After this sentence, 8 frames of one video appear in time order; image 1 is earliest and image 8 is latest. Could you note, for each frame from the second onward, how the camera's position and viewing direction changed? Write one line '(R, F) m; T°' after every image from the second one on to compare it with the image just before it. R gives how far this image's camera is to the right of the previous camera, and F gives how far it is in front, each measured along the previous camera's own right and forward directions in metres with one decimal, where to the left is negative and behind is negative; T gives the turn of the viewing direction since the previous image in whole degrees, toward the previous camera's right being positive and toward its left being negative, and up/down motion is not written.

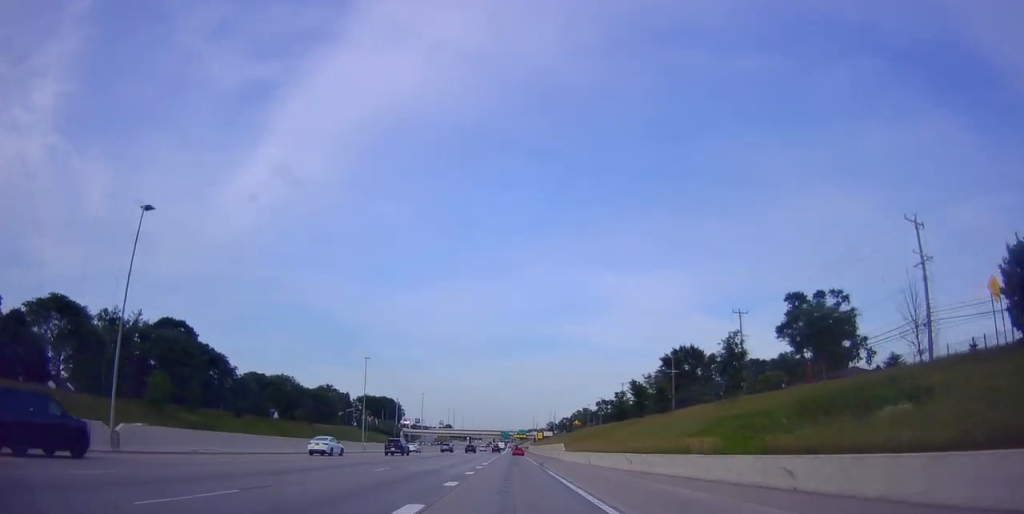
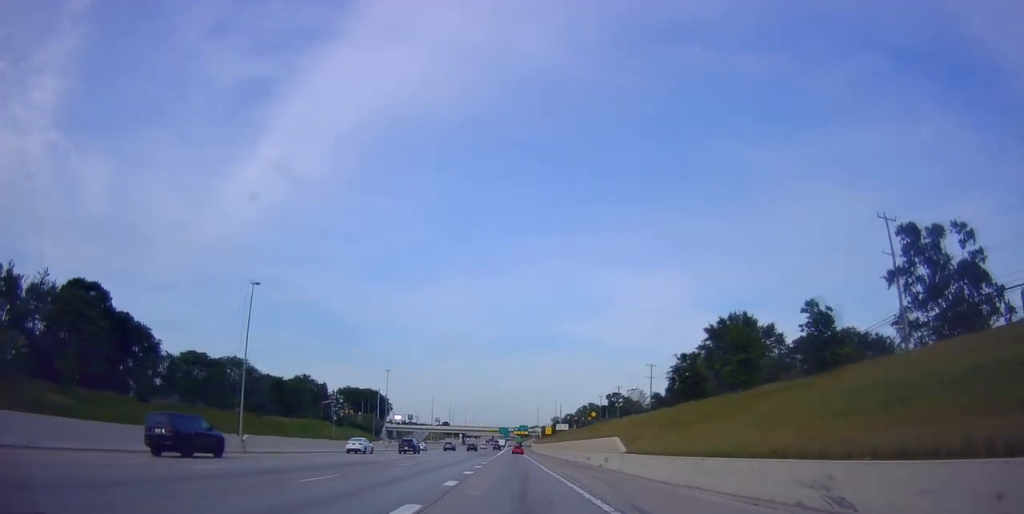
(+0.3, +38.3) m; +1°
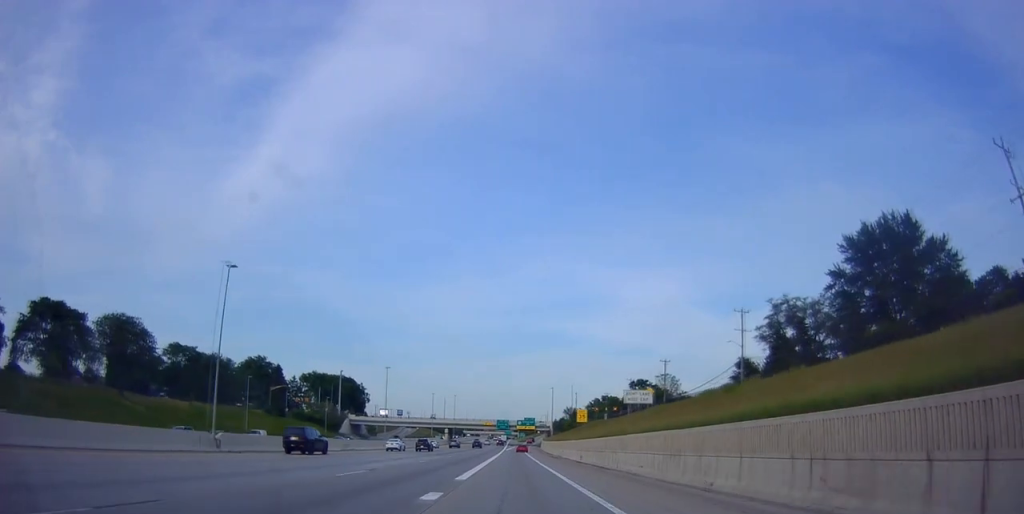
(-0.4, +58.4) m; -1°
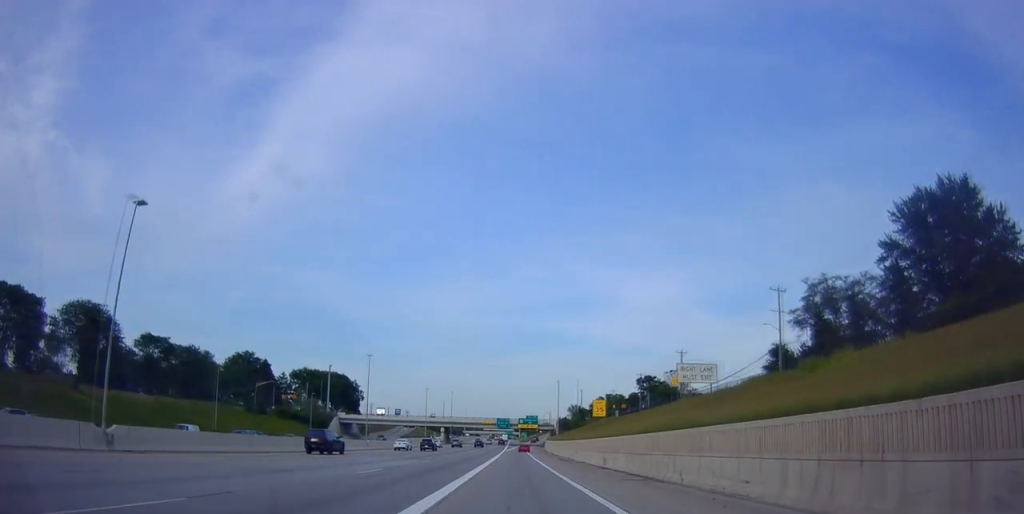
(0.0, +13.2) m; 0°
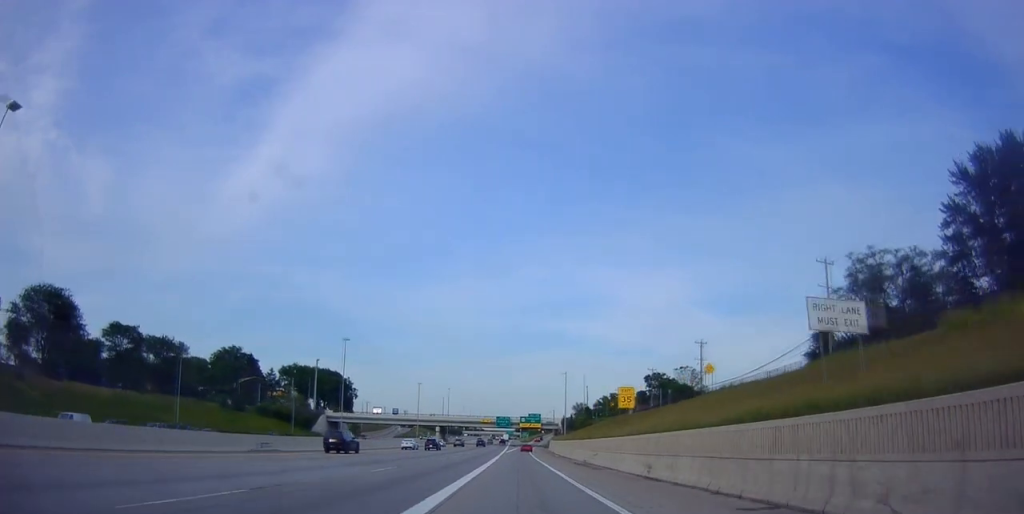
(0.0, +13.1) m; 0°
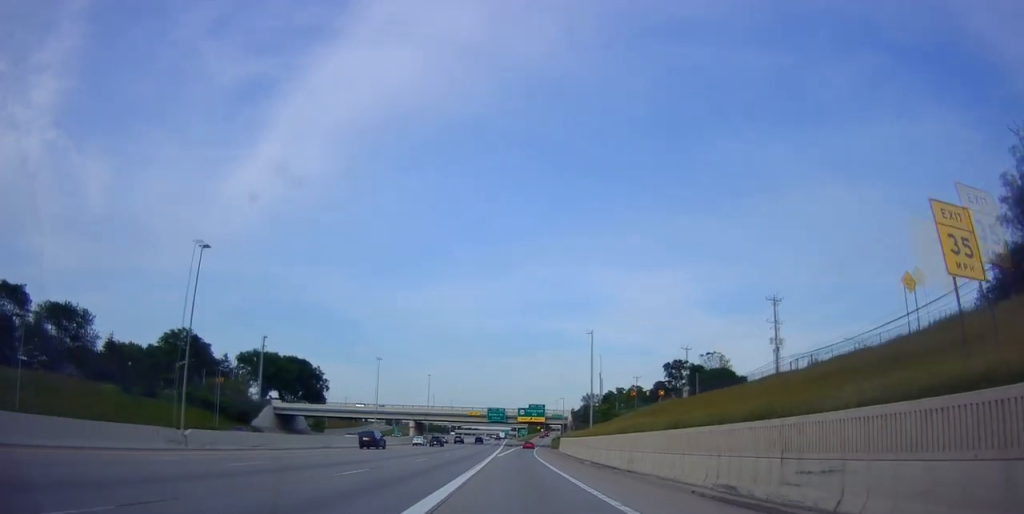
(-0.3, +35.7) m; 0°
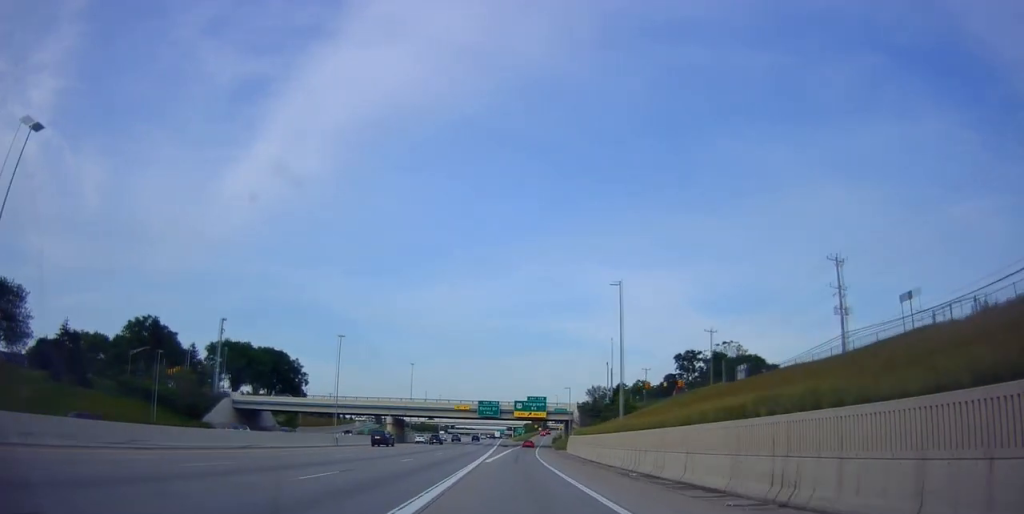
(-0.4, +19.4) m; +1°
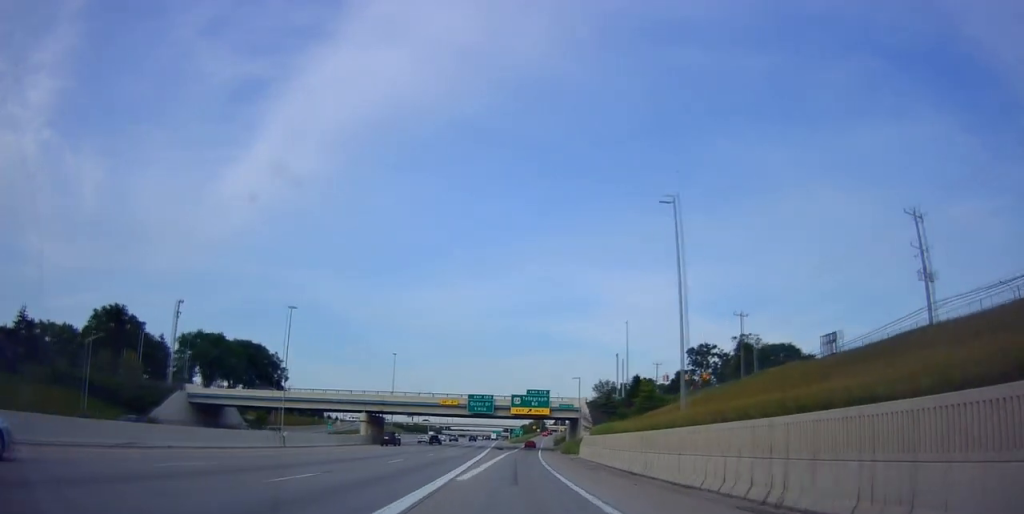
(+0.6, +16.8) m; +1°
